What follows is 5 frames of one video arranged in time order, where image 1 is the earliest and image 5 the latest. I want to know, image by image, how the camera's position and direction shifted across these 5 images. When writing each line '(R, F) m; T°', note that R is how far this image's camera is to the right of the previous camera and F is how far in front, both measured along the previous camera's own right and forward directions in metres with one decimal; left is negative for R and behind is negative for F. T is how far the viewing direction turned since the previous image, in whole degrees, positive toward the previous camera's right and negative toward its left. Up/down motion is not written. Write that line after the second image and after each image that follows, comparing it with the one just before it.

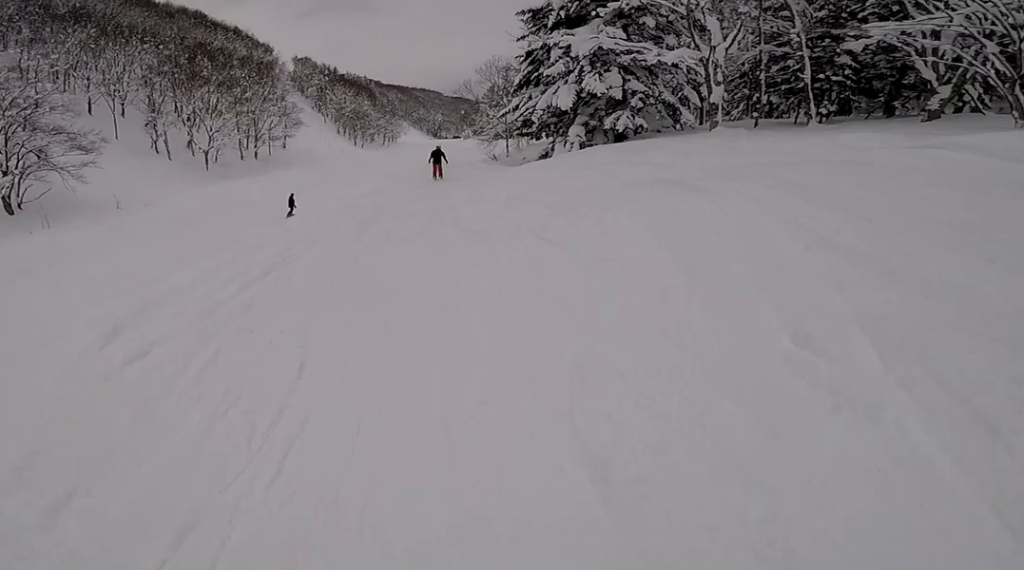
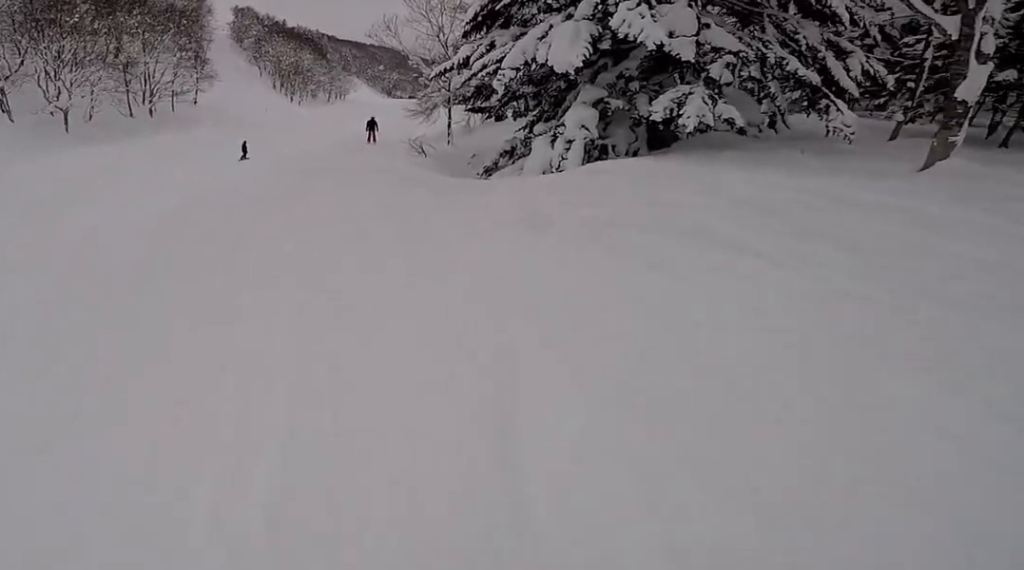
(+0.4, +13.5) m; +3°
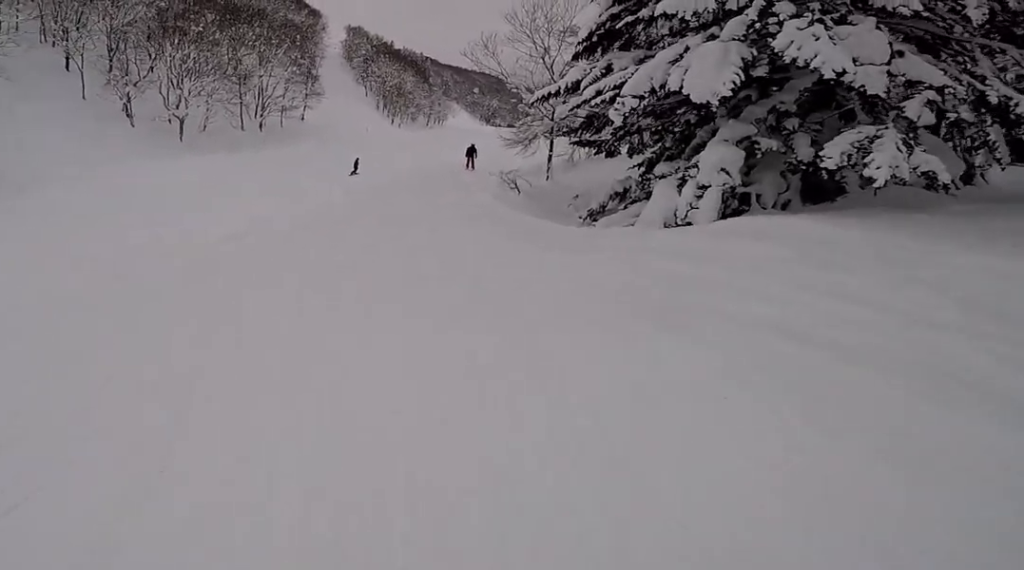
(-0.1, +2.2) m; -8°
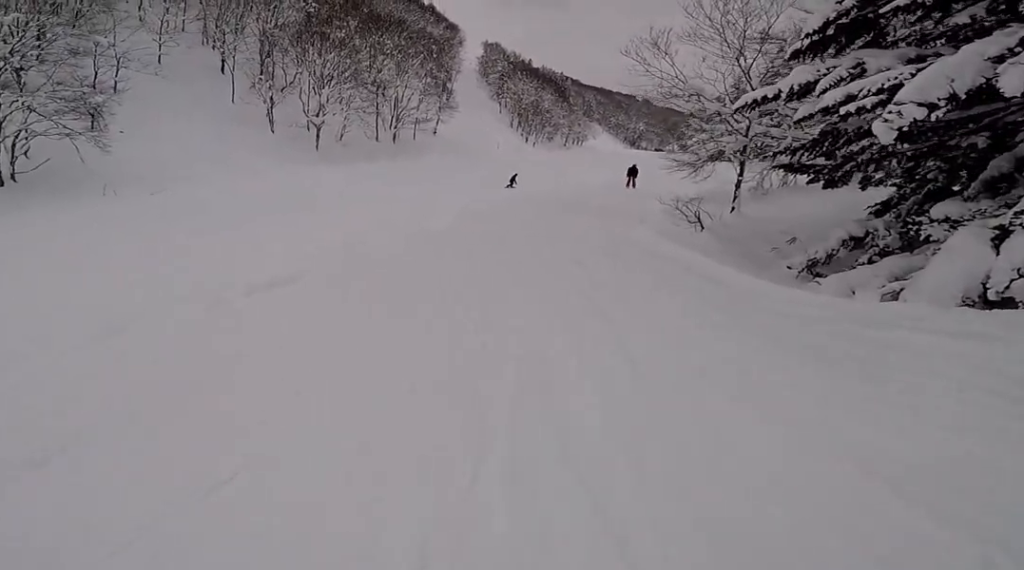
(-0.3, +3.7) m; -8°
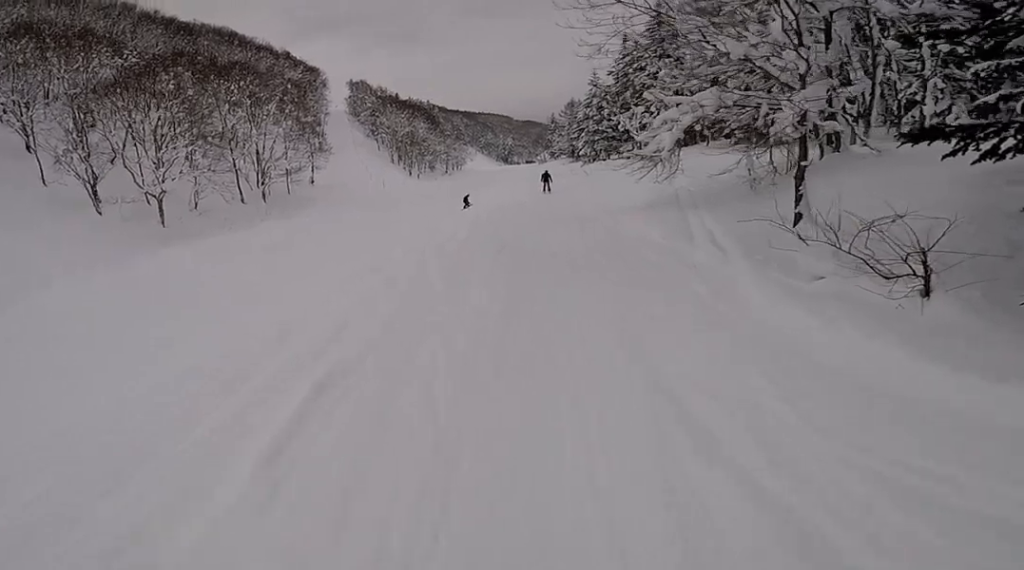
(-0.2, +7.7) m; +4°
